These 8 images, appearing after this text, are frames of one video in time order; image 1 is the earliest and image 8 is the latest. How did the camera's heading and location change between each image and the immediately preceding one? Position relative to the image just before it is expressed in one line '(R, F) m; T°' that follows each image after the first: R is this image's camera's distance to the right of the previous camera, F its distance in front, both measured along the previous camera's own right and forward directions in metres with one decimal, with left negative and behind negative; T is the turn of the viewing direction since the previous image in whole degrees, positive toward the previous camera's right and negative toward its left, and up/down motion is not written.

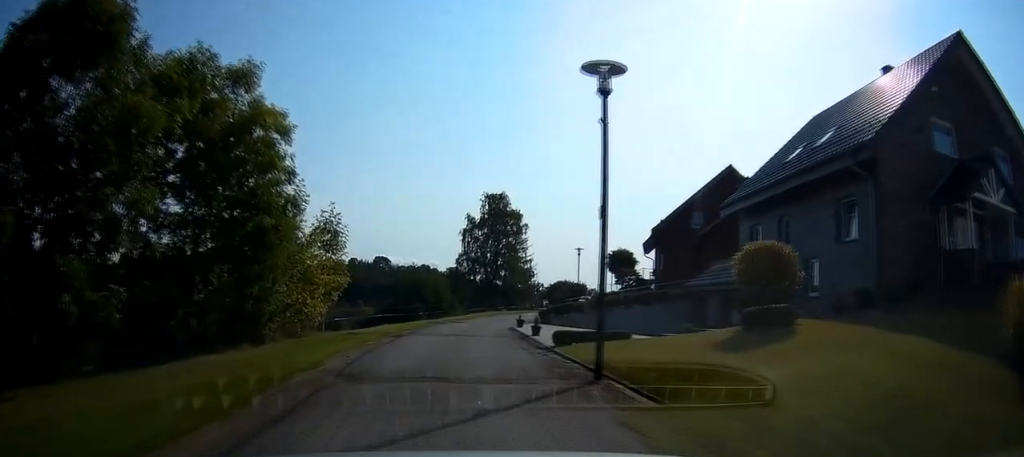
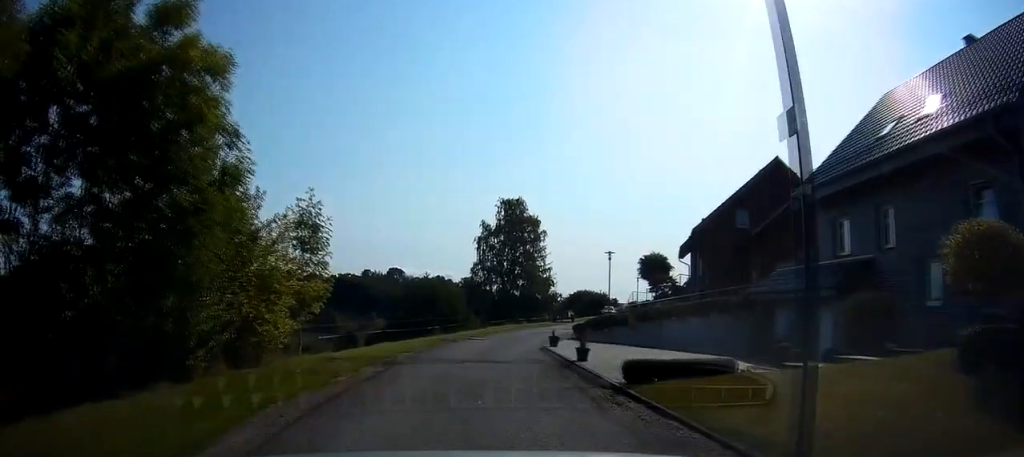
(-0.3, +5.1) m; -1°
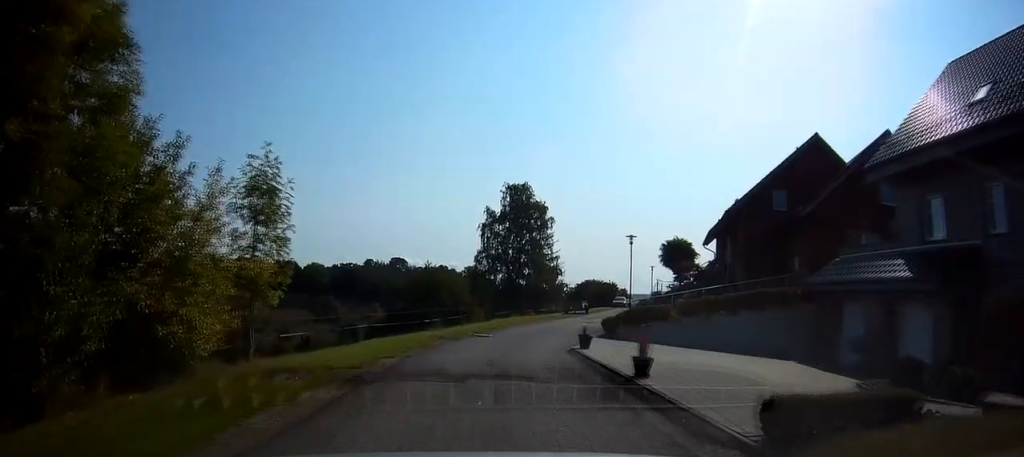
(+0.4, +4.5) m; +1°
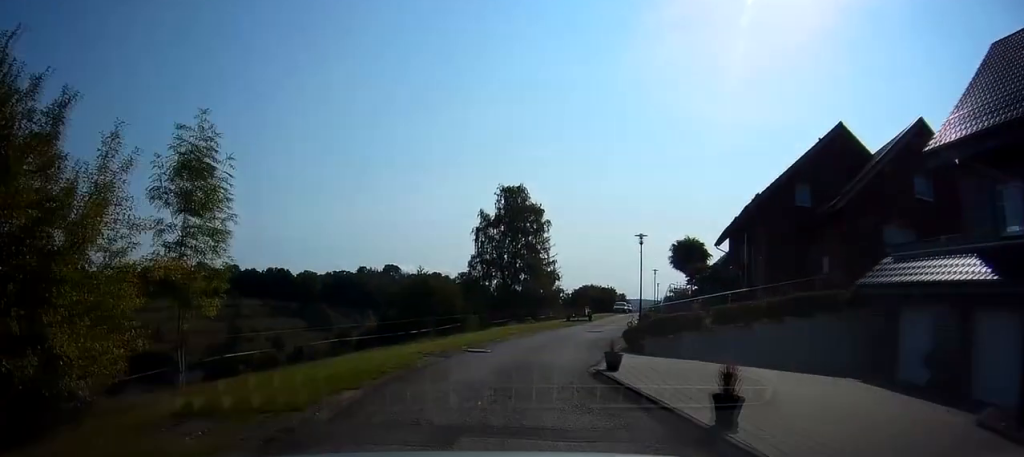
(+0.1, +3.5) m; 0°
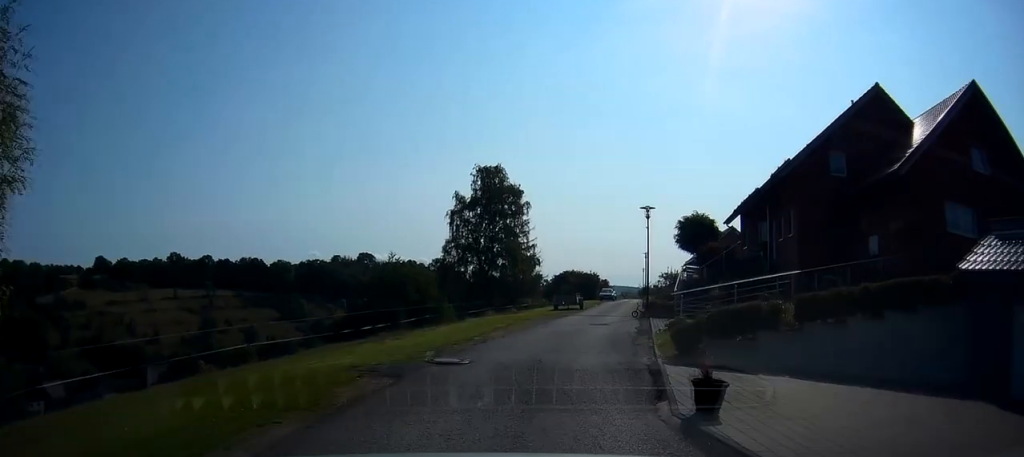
(-0.3, +5.8) m; -2°
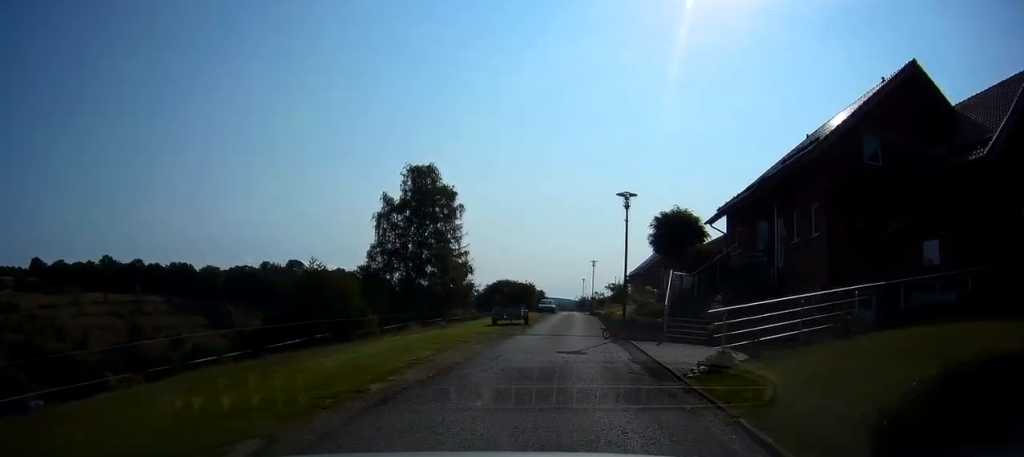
(-0.1, +7.3) m; +5°
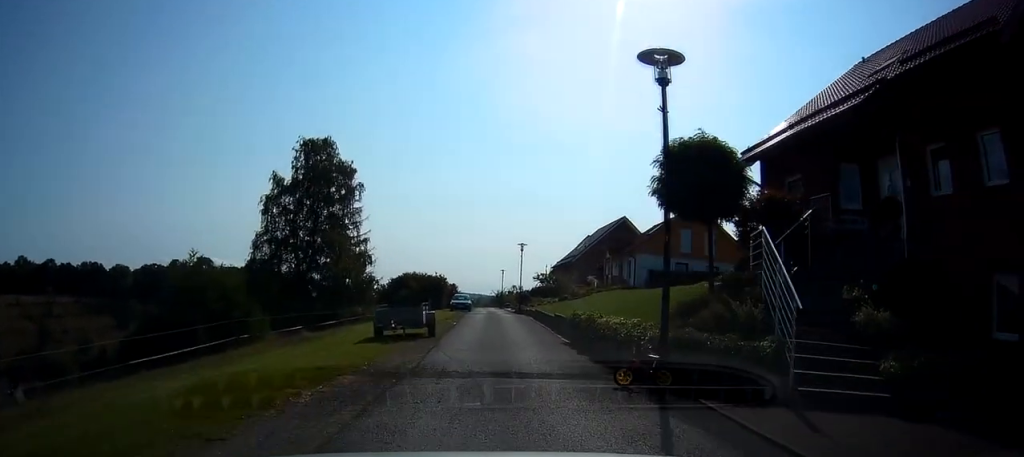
(+1.7, +12.7) m; +15°
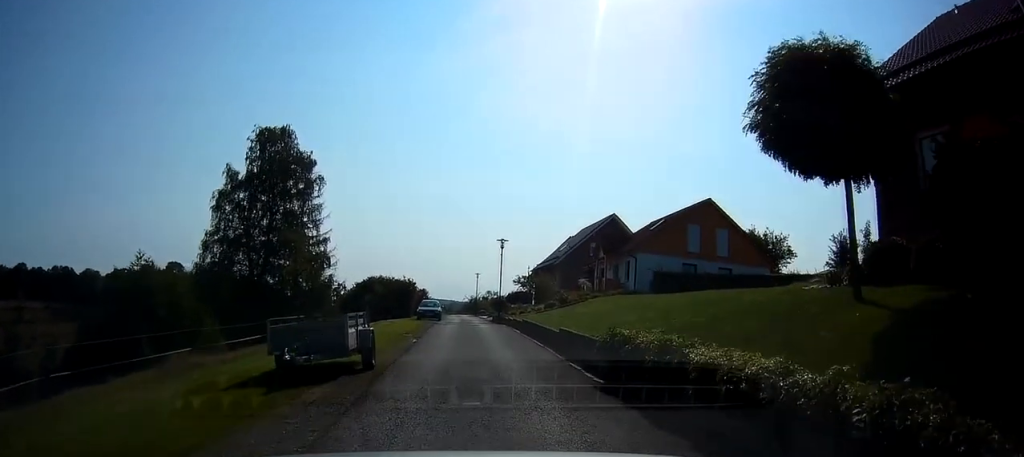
(+0.5, +7.5) m; +1°
